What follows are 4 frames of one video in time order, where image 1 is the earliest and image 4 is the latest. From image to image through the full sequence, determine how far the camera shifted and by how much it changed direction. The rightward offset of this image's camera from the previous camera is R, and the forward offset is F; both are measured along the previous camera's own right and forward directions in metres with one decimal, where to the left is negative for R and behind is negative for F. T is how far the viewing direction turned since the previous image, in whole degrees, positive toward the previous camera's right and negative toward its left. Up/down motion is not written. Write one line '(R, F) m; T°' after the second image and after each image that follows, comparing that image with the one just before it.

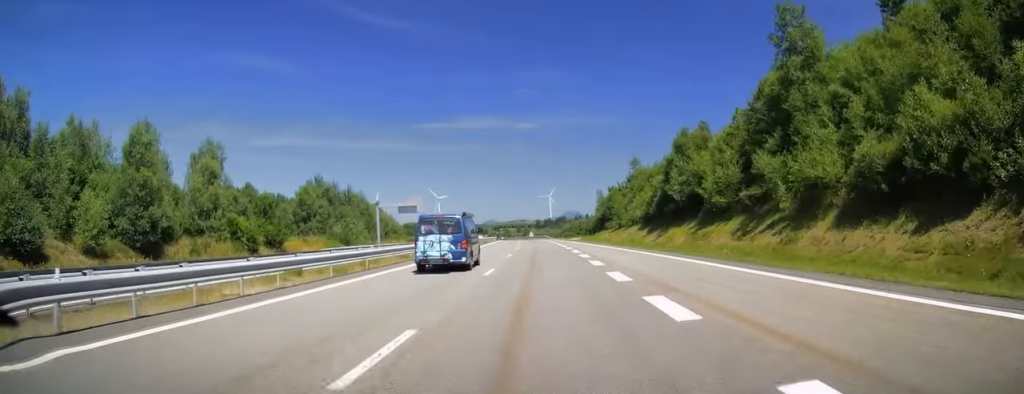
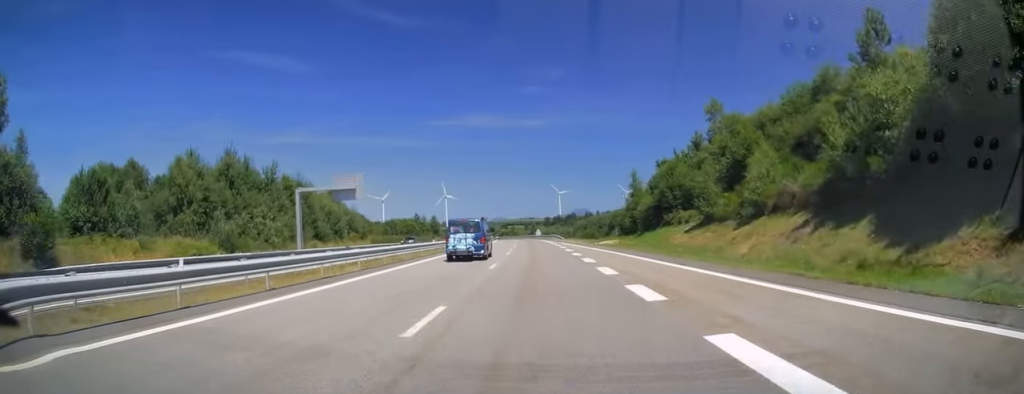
(-0.7, +36.7) m; -2°
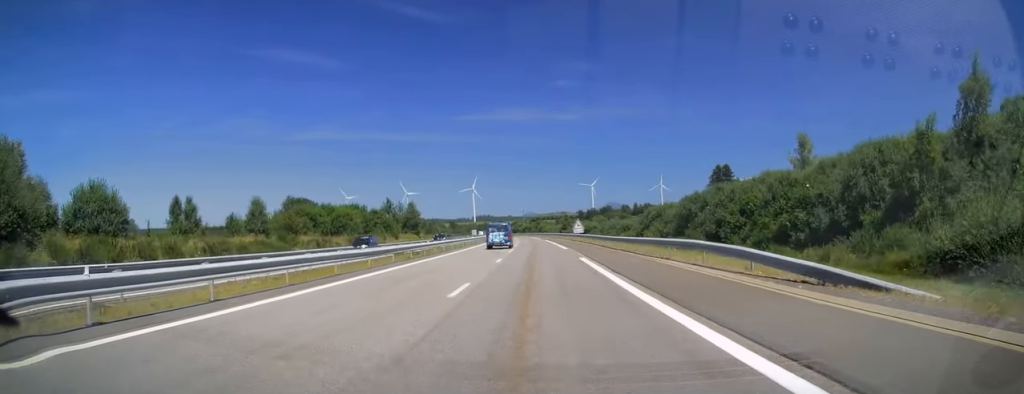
(-1.4, +87.0) m; -2°
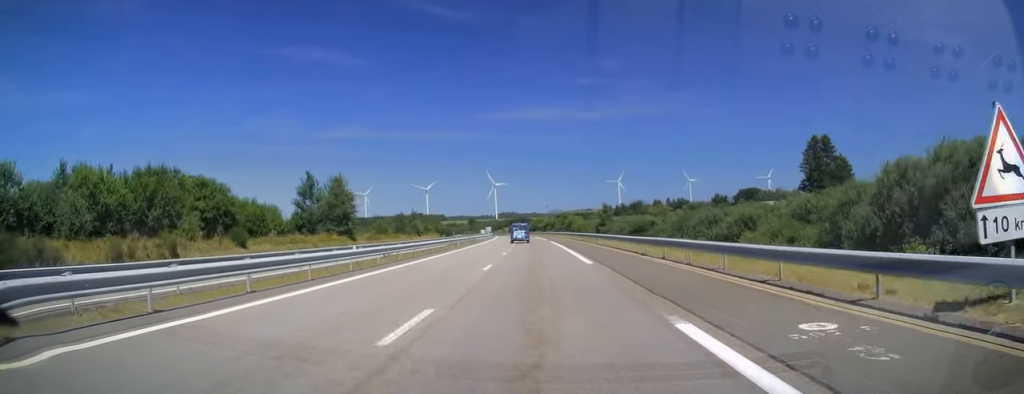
(-1.5, +70.5) m; -2°
